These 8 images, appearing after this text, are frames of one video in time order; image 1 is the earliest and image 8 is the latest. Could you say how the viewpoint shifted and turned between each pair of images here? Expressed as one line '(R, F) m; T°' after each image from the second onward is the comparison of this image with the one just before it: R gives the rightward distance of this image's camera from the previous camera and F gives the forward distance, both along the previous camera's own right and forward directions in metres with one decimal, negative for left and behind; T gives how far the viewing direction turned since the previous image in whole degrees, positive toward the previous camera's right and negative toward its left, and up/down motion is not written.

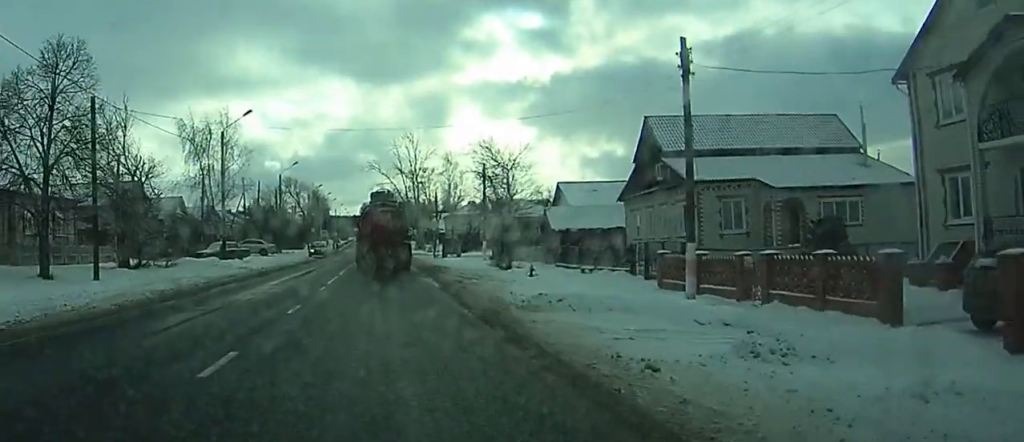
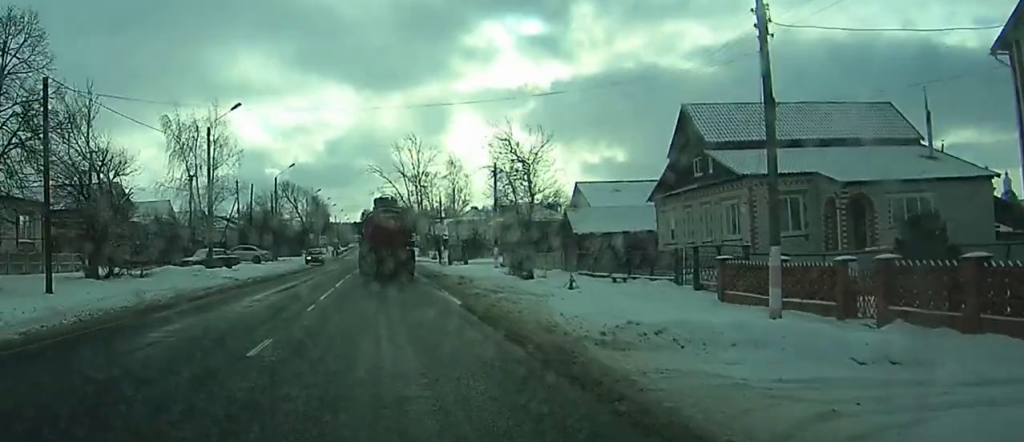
(0.0, +6.1) m; 0°
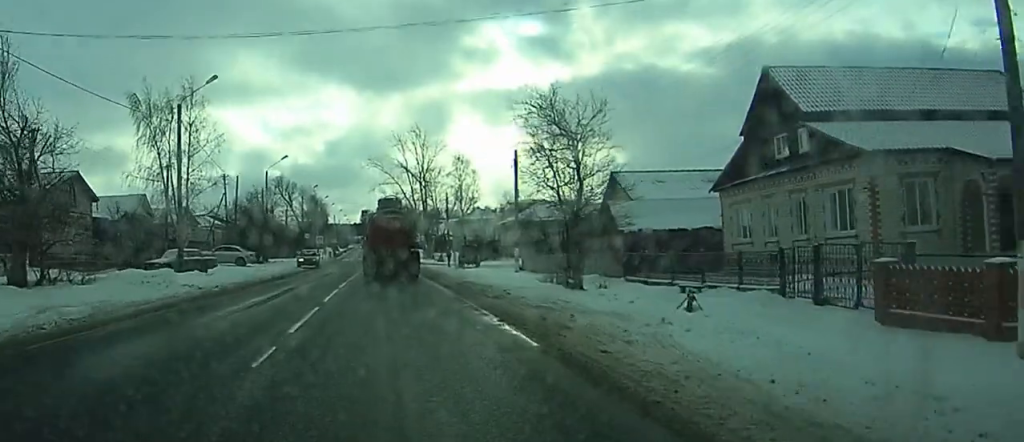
(-0.1, +9.7) m; +1°
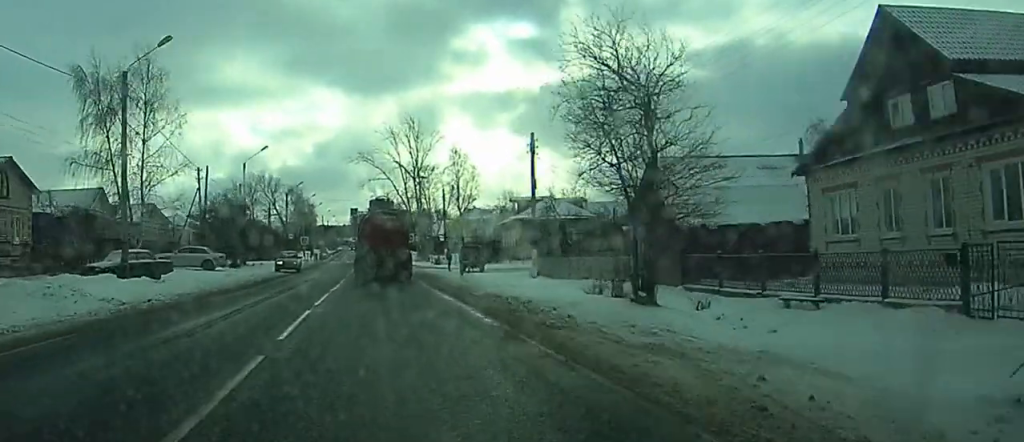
(+0.2, +10.2) m; +1°
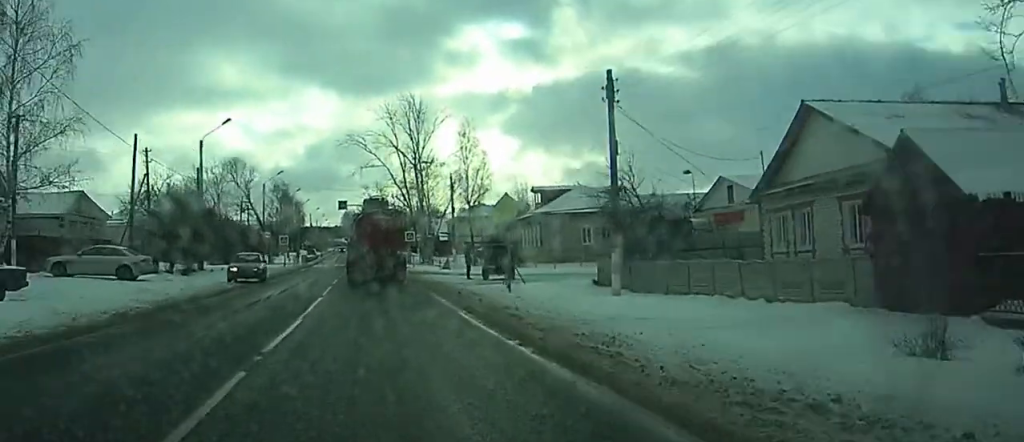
(+0.2, +19.7) m; 0°
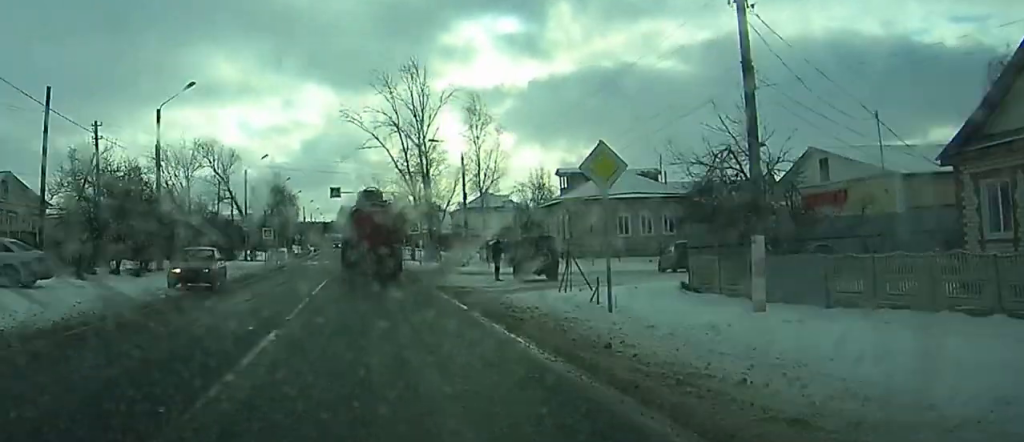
(-0.2, +13.8) m; 0°
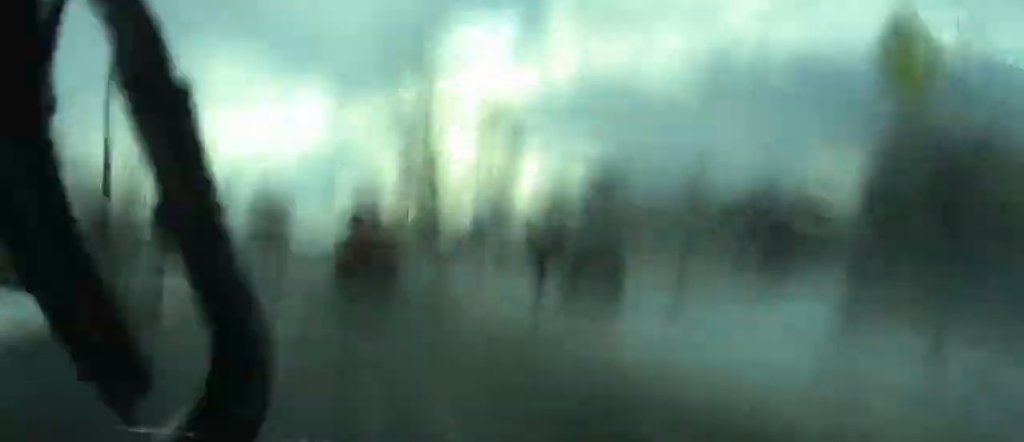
(0.0, +11.6) m; 0°
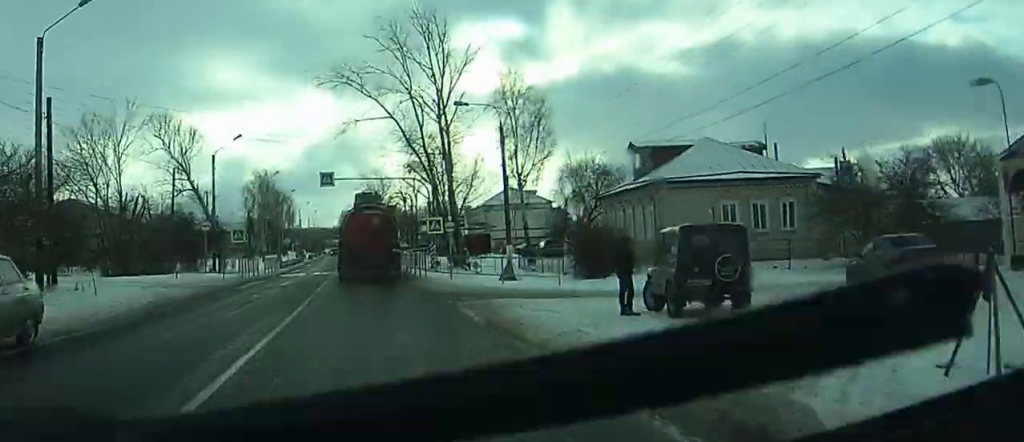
(+0.1, +10.5) m; 0°
